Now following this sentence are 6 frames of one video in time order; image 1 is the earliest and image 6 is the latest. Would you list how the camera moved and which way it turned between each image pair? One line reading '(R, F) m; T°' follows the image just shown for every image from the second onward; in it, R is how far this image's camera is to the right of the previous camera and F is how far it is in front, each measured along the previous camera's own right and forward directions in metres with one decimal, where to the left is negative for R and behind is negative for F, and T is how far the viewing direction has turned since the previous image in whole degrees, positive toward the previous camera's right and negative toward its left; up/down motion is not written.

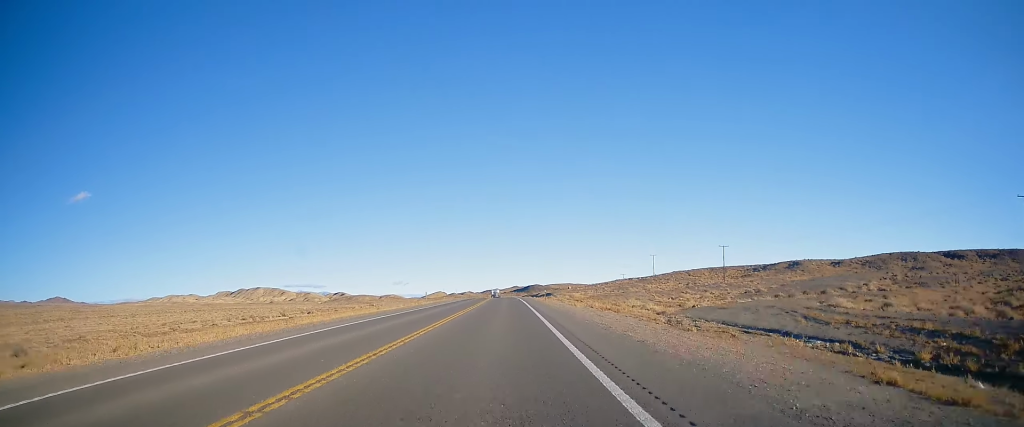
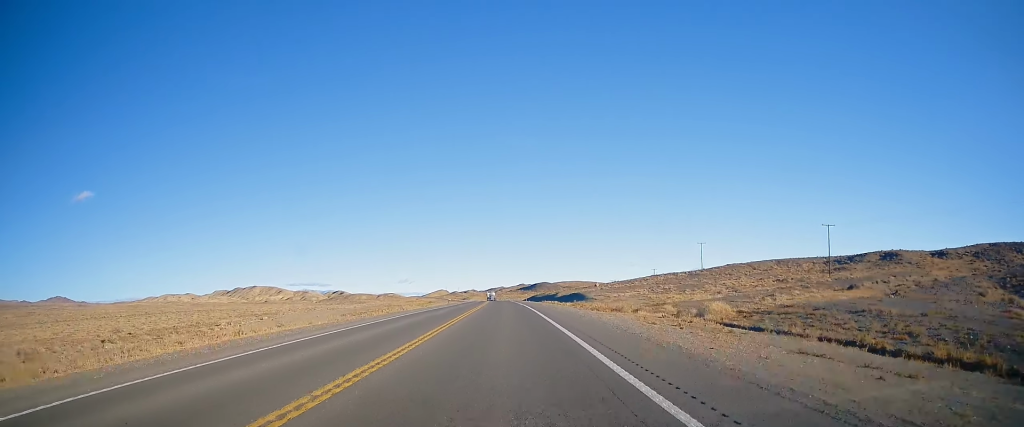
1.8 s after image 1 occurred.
(-0.2, +60.7) m; 0°
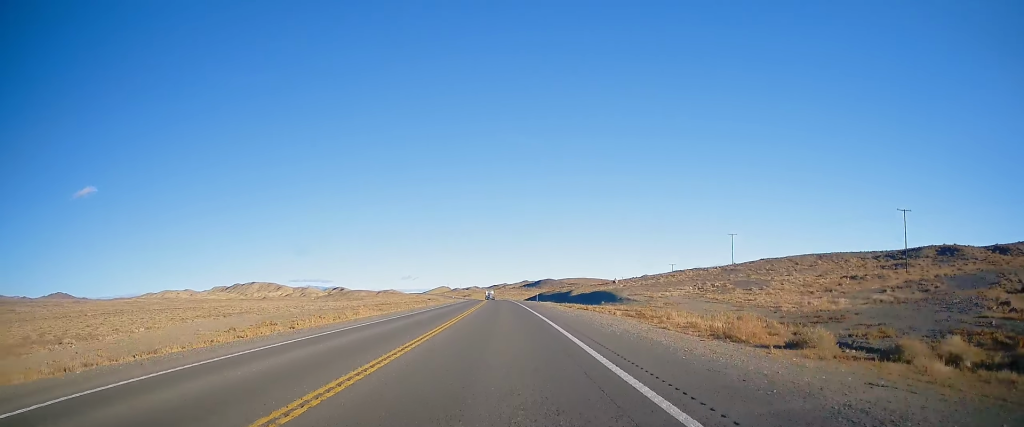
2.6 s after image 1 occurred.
(0.0, +26.4) m; 0°
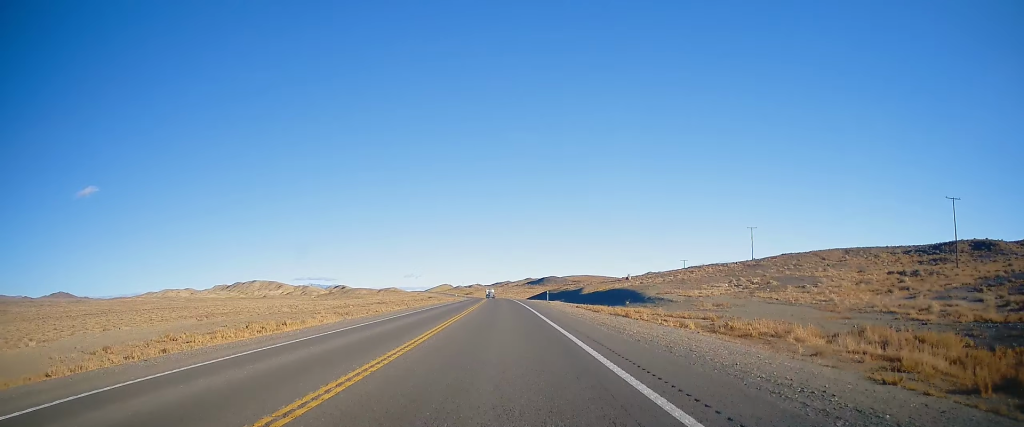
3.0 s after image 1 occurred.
(+0.1, +13.0) m; 0°
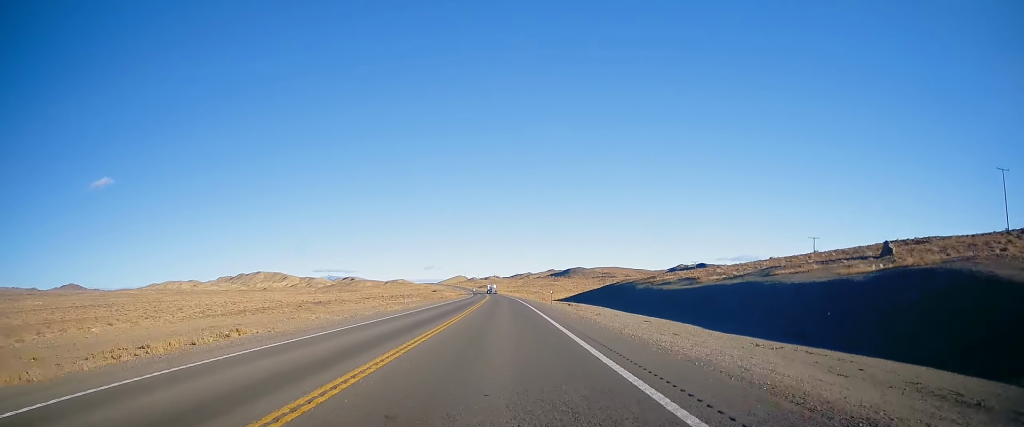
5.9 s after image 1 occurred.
(-2.5, +92.6) m; -2°
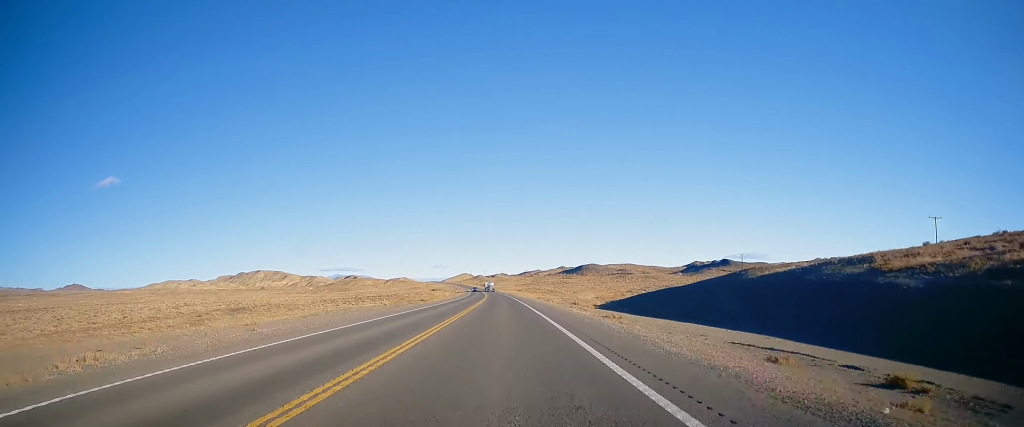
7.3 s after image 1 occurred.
(-0.3, +46.6) m; -1°
